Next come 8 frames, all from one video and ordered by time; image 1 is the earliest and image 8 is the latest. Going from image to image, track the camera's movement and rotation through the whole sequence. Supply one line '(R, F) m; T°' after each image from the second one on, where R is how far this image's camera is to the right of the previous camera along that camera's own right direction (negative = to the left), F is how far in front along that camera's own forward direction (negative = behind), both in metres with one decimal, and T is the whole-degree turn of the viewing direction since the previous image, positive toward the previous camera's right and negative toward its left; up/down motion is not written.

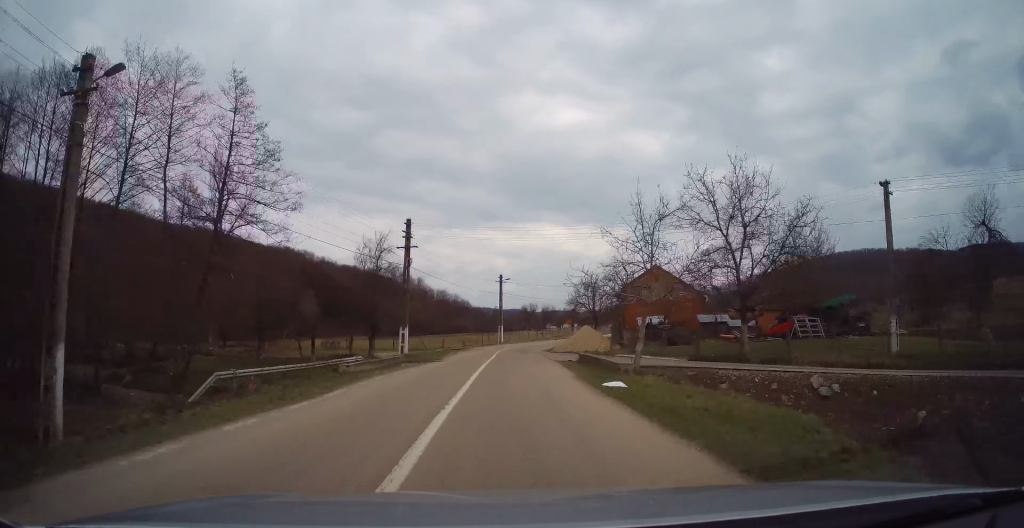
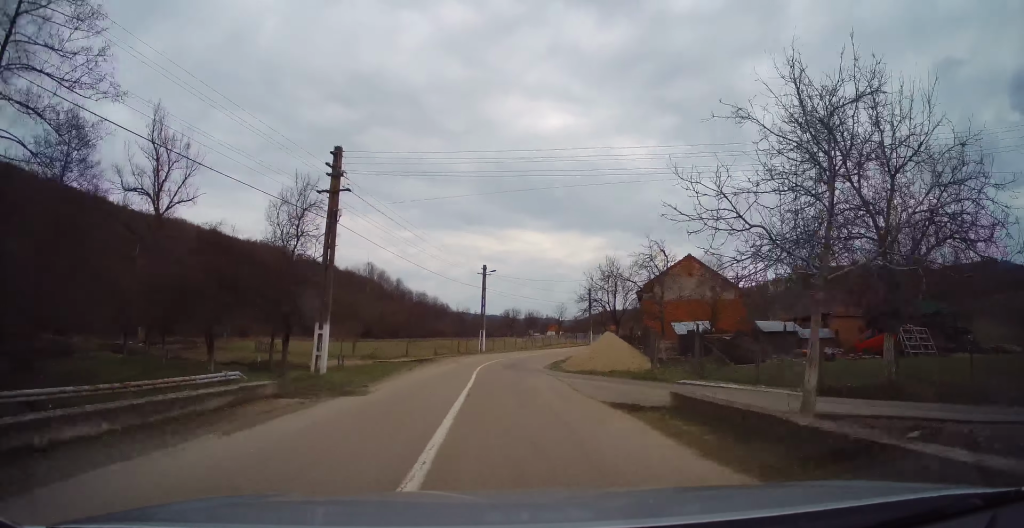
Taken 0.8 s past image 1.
(+0.2, +13.6) m; +3°
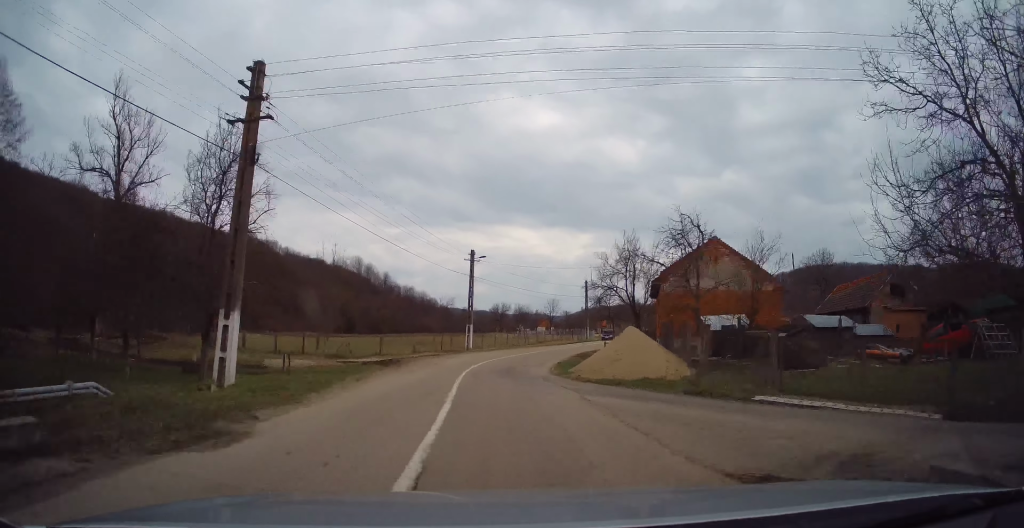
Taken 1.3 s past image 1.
(+0.1, +6.9) m; +2°
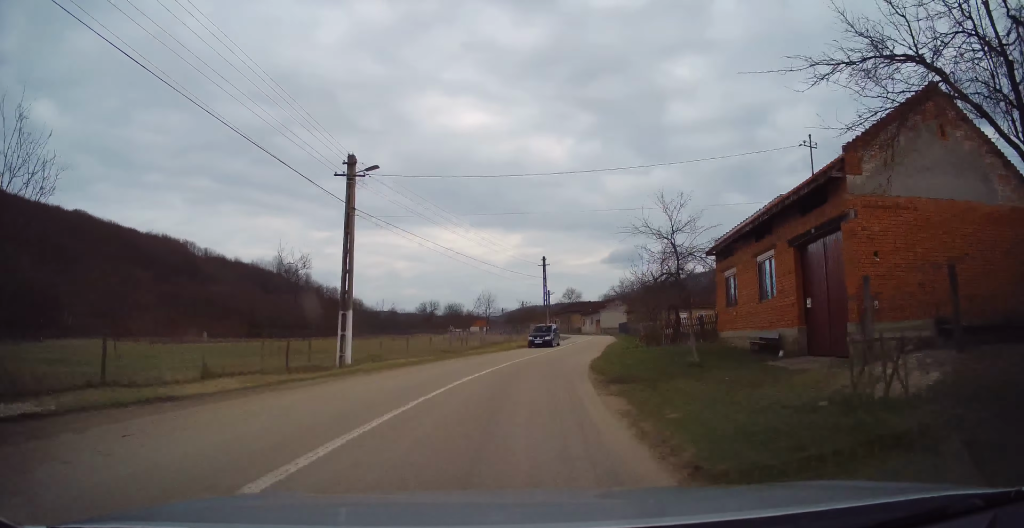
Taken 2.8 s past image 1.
(+1.4, +23.9) m; +8°
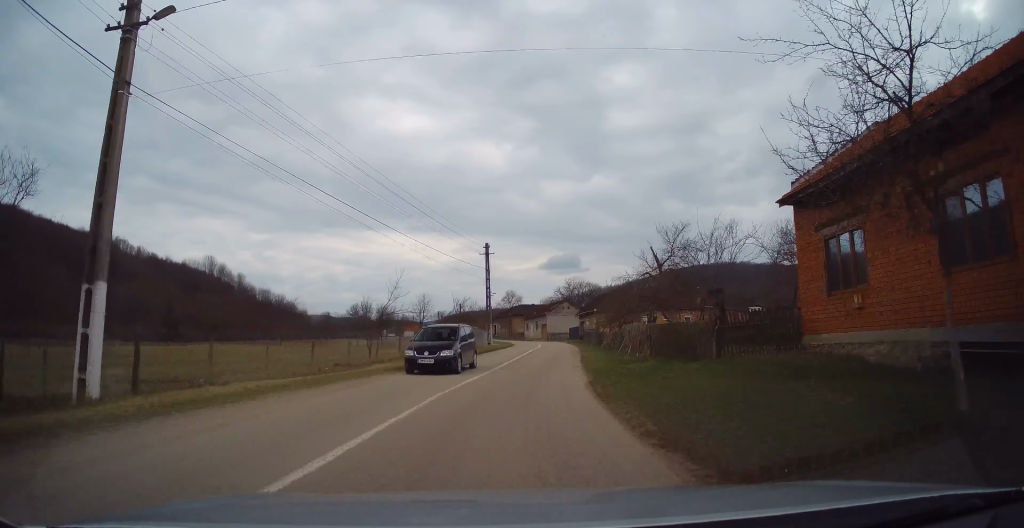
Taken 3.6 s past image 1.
(+0.6, +11.1) m; +5°
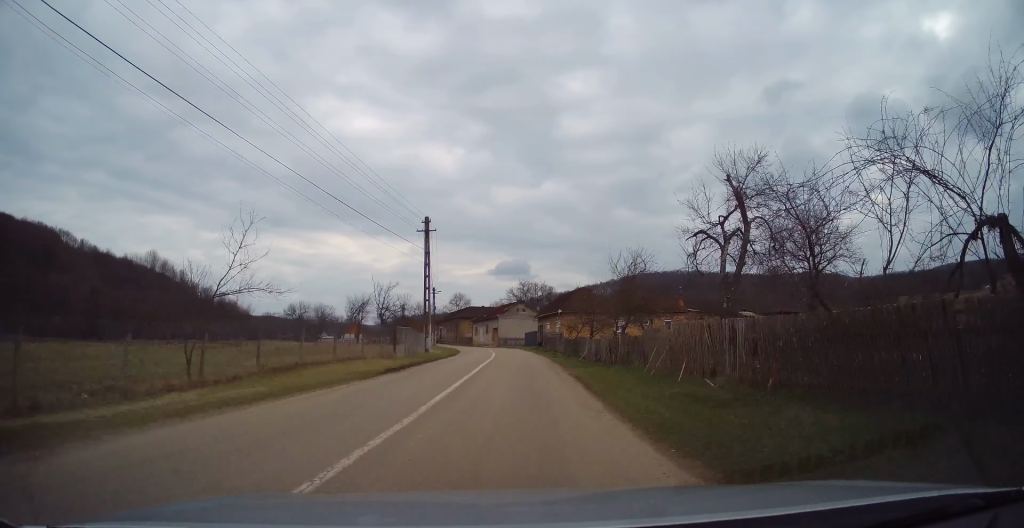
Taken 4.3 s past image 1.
(+0.5, +11.2) m; +4°
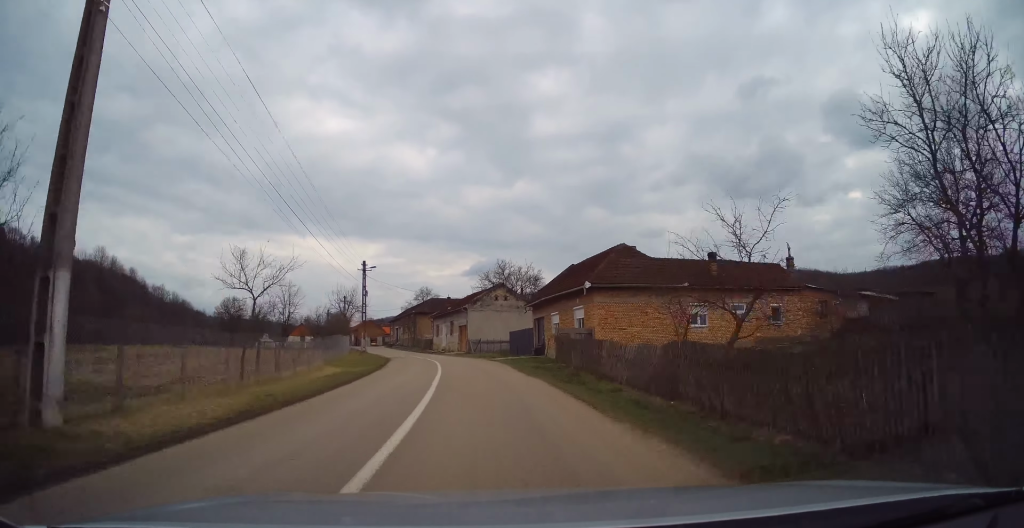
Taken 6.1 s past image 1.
(+1.5, +28.0) m; +2°
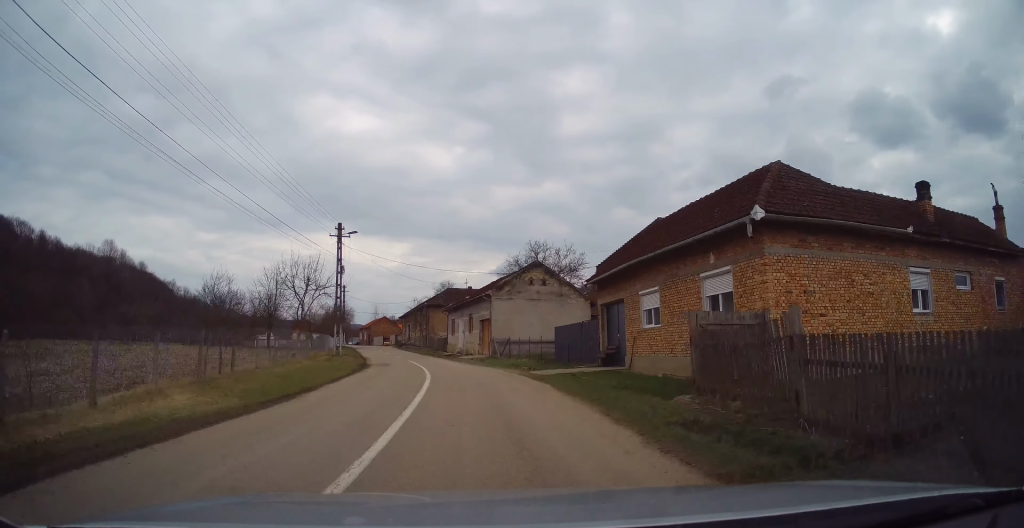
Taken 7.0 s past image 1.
(-0.4, +15.4) m; -3°
